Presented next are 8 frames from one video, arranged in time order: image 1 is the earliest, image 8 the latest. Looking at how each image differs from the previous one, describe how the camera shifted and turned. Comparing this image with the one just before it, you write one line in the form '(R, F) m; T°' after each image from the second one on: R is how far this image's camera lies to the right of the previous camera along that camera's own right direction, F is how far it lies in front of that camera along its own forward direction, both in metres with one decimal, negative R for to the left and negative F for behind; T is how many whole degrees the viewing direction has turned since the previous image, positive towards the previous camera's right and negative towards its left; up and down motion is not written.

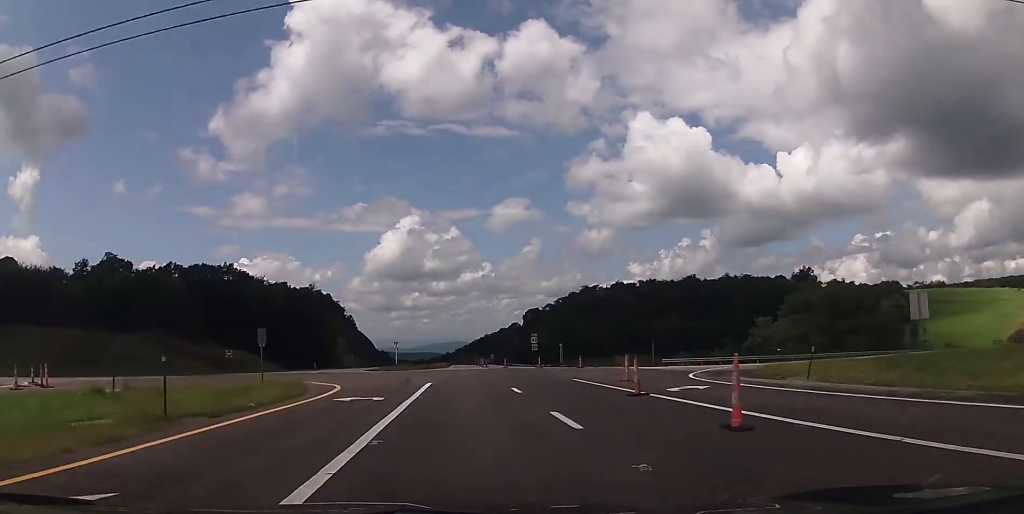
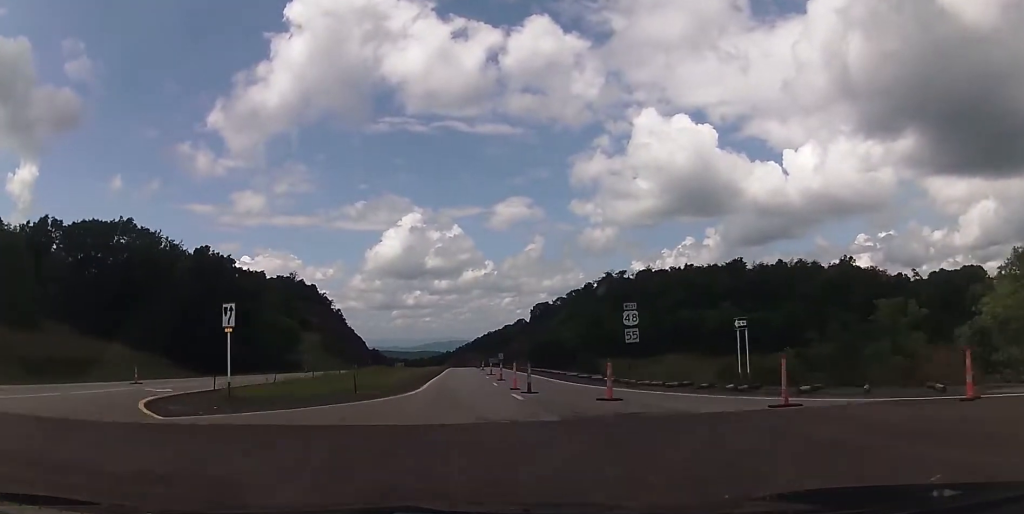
(+0.6, +53.4) m; 0°
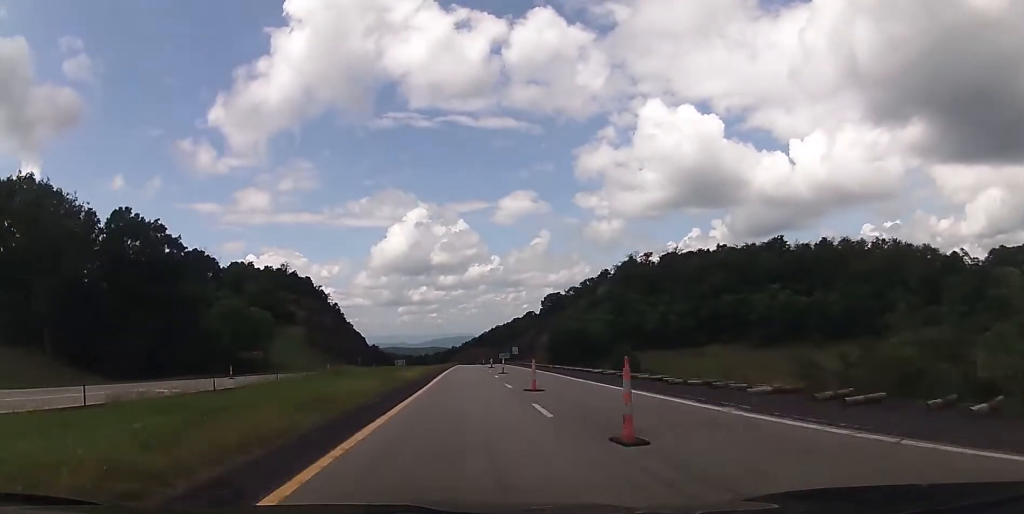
(-0.4, +31.1) m; 0°
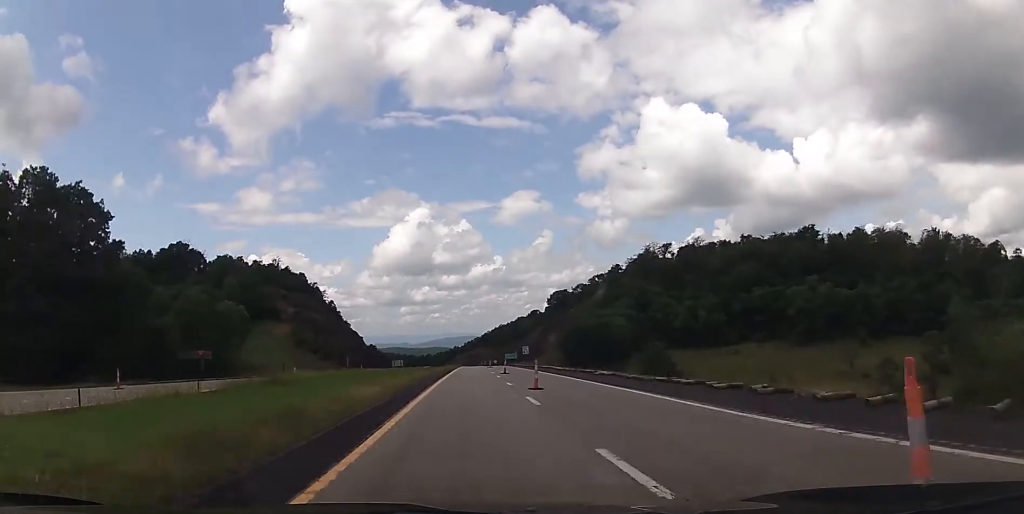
(+0.4, +20.7) m; 0°
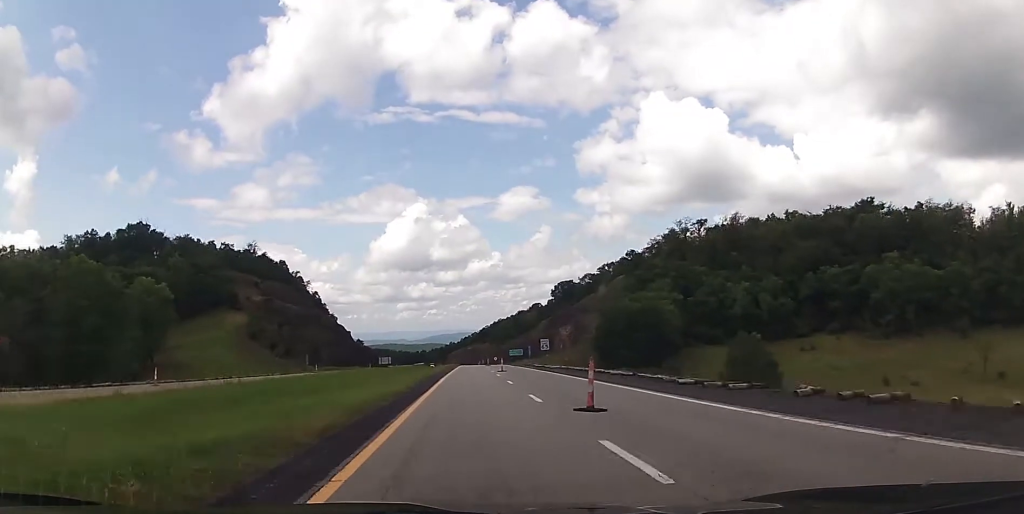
(-0.4, +35.6) m; -1°
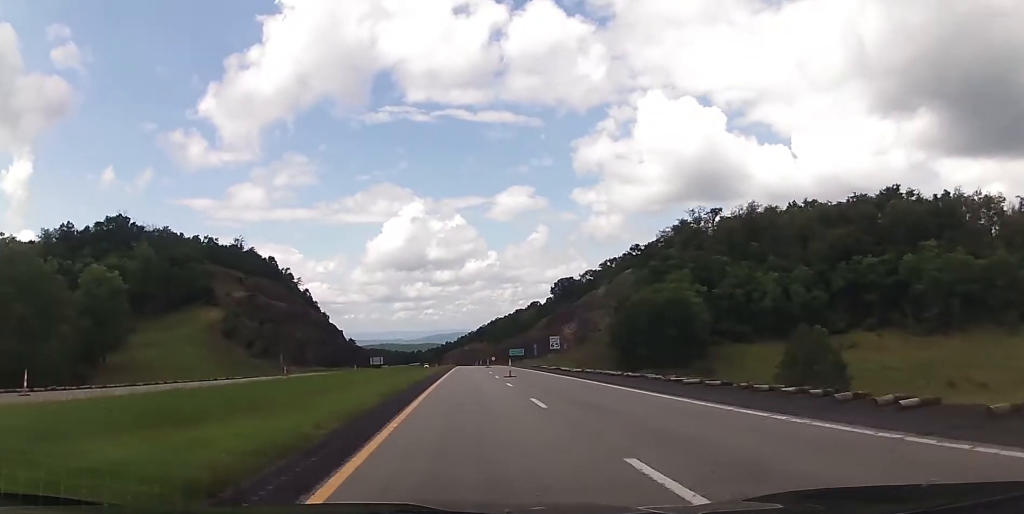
(0.0, +14.0) m; 0°
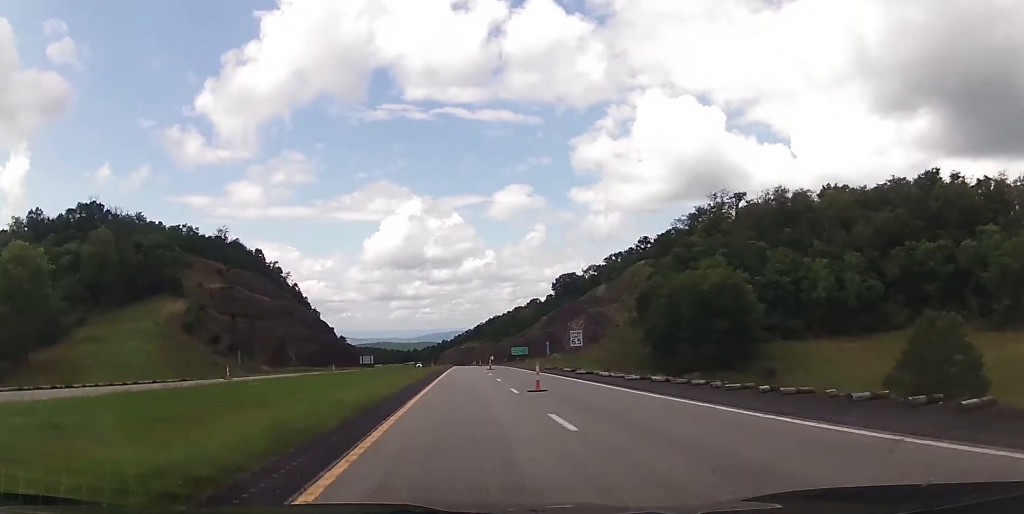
(0.0, +17.6) m; 0°
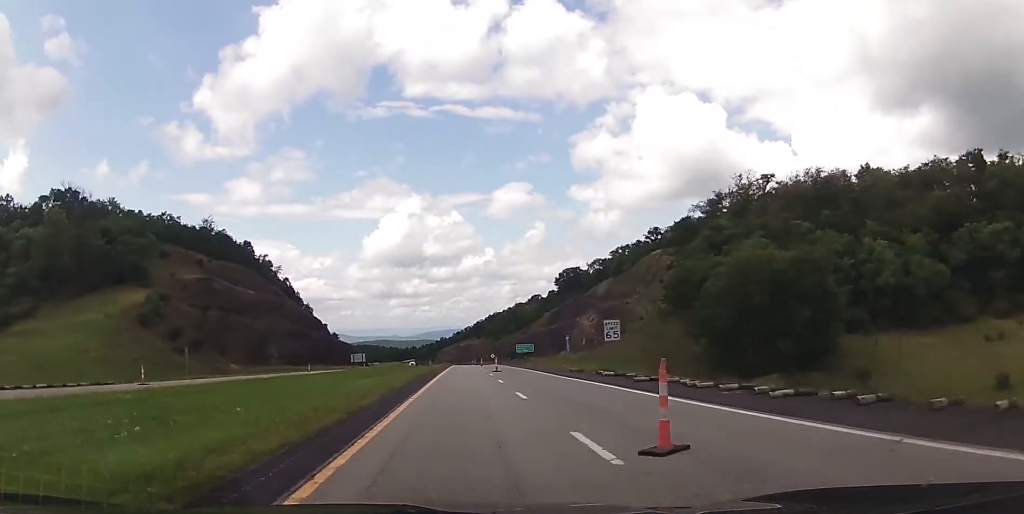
(0.0, +16.0) m; 0°
